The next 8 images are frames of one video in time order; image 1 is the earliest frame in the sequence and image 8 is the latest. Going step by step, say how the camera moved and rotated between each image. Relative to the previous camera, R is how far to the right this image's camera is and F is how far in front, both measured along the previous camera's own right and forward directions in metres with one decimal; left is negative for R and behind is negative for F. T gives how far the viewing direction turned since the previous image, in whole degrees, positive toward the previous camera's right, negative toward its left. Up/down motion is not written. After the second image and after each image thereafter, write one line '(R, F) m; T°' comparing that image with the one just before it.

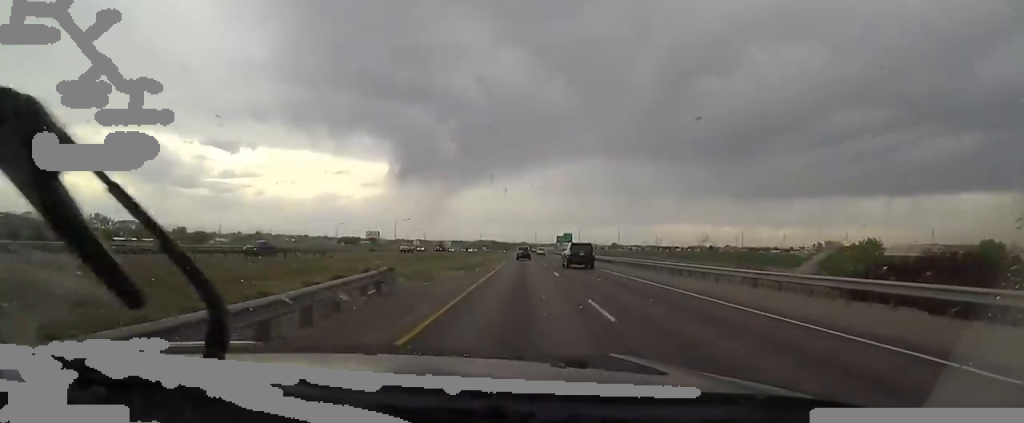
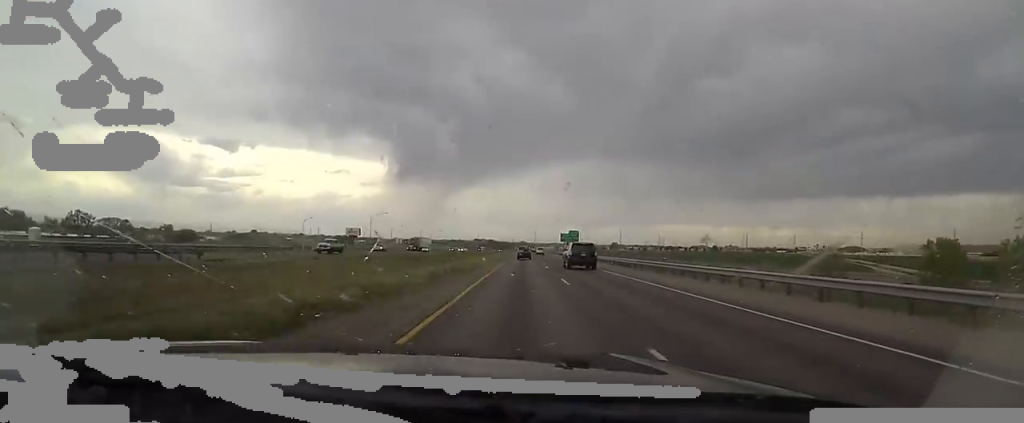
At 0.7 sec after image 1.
(-0.8, +21.1) m; -2°
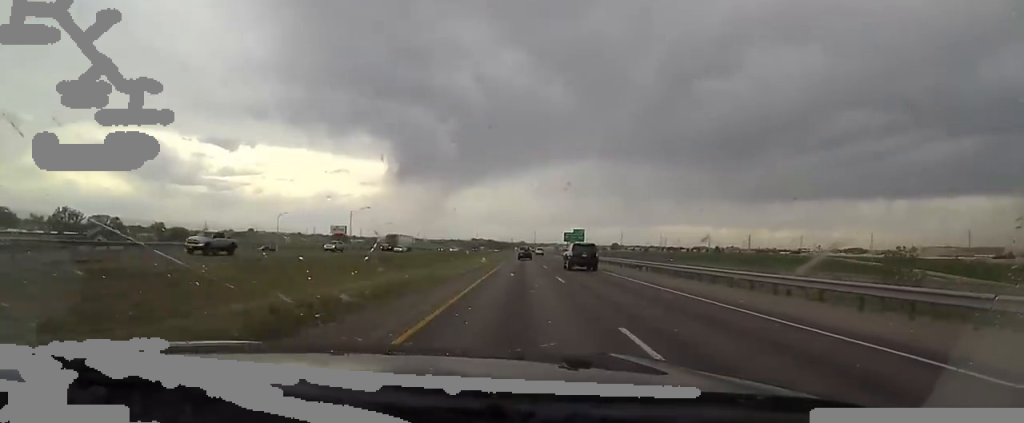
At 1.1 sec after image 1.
(-0.1, +13.2) m; -1°
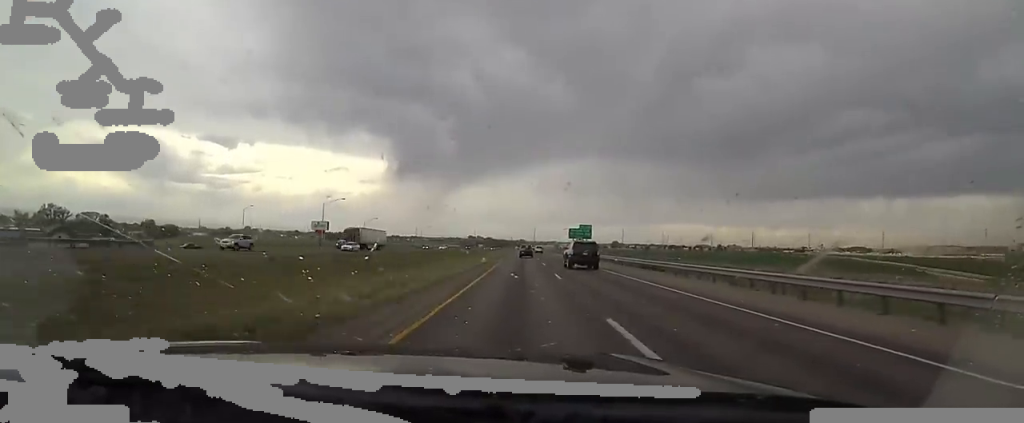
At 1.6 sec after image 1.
(-0.1, +14.2) m; 0°
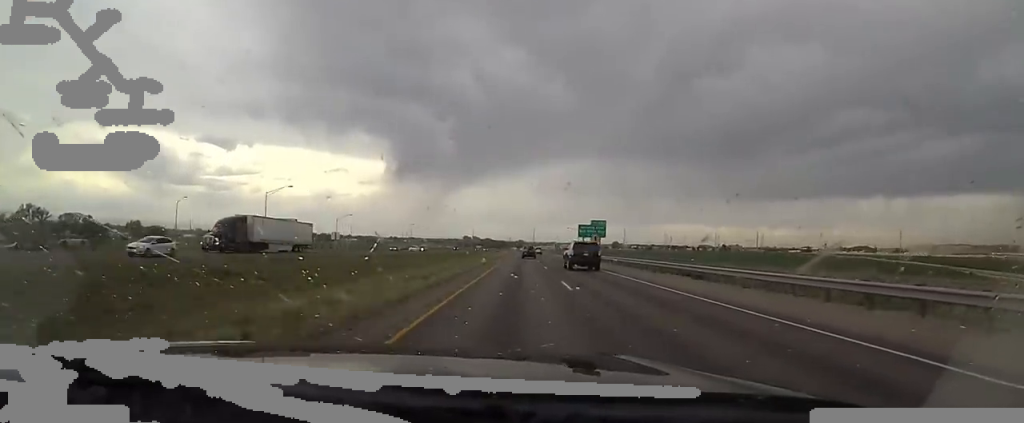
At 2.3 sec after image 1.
(0.0, +20.3) m; 0°
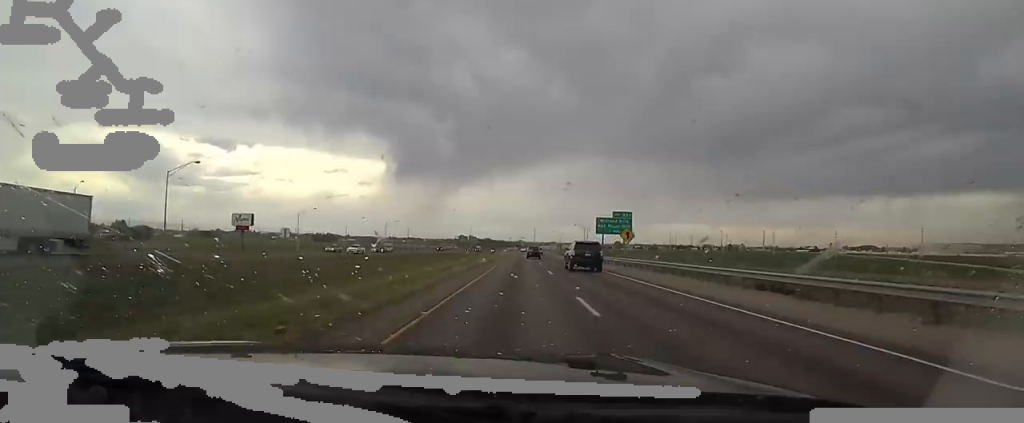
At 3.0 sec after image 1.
(+0.1, +21.4) m; 0°
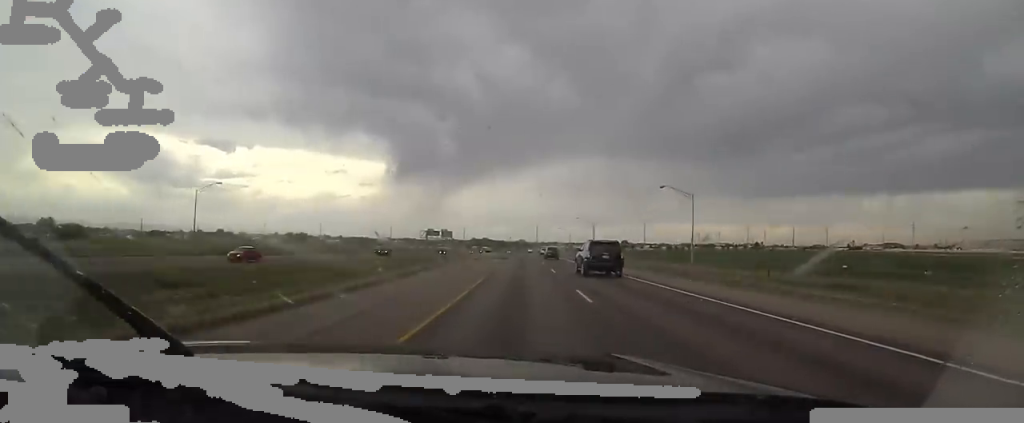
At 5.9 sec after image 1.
(+2.9, +89.3) m; +3°
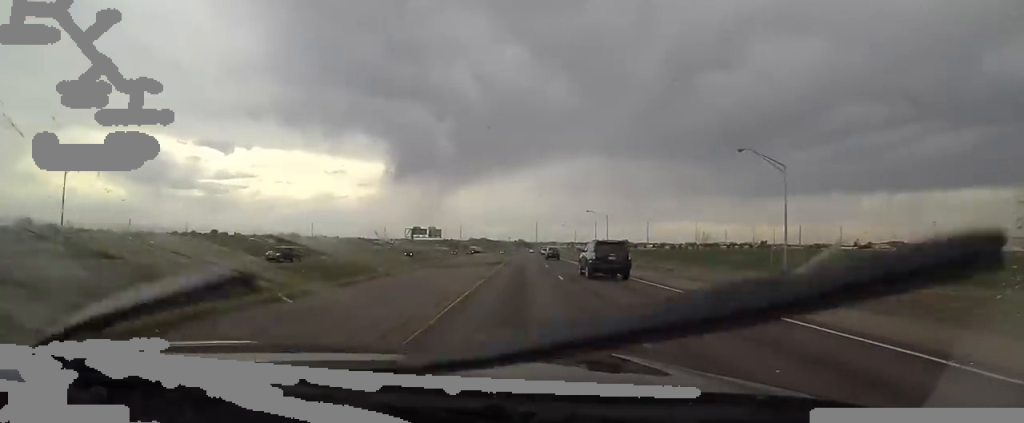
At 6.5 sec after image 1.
(-1.0, +20.7) m; -2°
